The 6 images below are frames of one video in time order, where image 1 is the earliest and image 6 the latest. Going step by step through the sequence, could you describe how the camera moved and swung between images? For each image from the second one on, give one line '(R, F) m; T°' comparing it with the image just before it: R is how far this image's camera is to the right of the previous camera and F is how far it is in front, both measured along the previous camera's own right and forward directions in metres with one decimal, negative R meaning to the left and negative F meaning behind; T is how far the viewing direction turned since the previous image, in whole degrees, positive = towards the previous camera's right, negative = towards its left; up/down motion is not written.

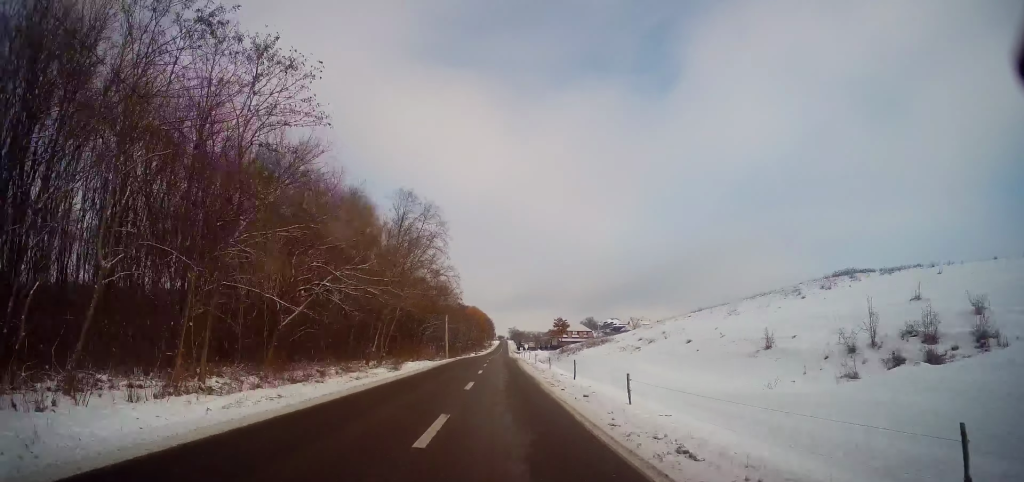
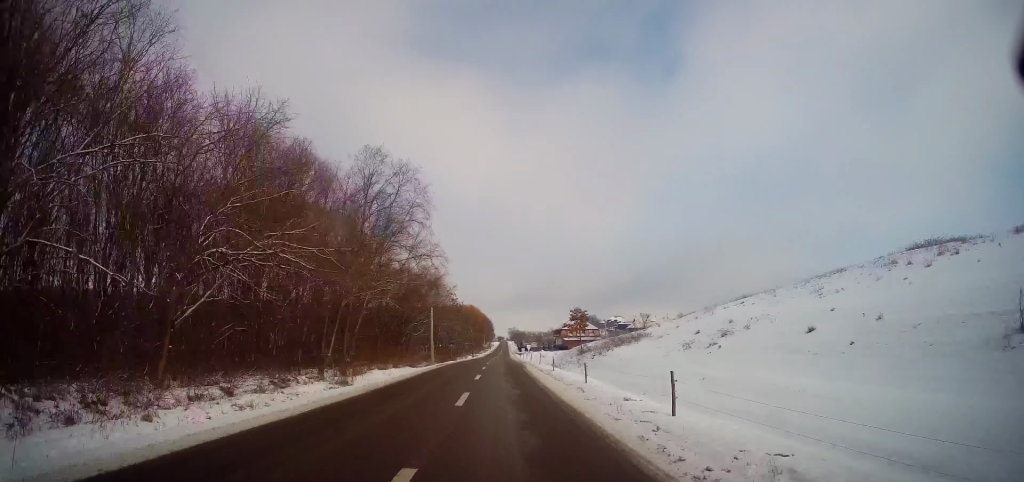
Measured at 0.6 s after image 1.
(0.0, +13.1) m; 0°
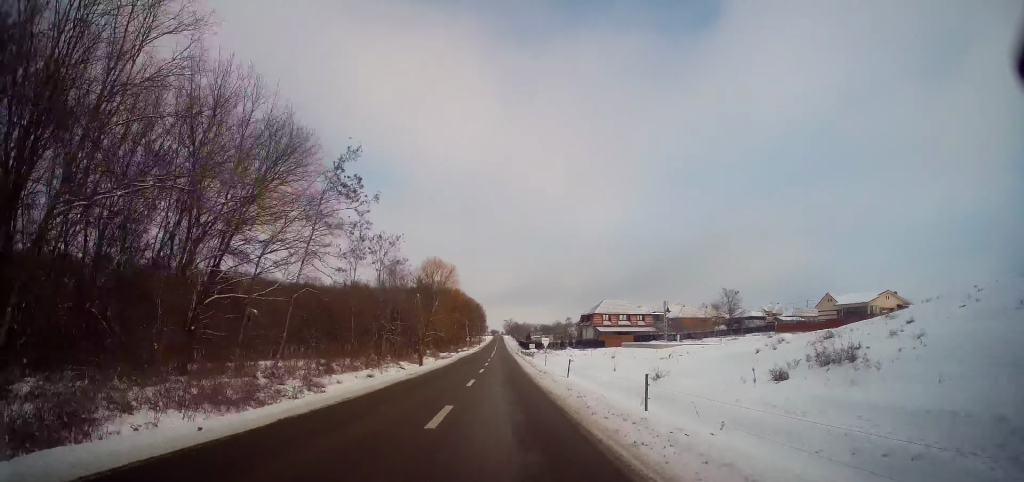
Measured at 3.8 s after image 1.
(+1.2, +66.1) m; +1°
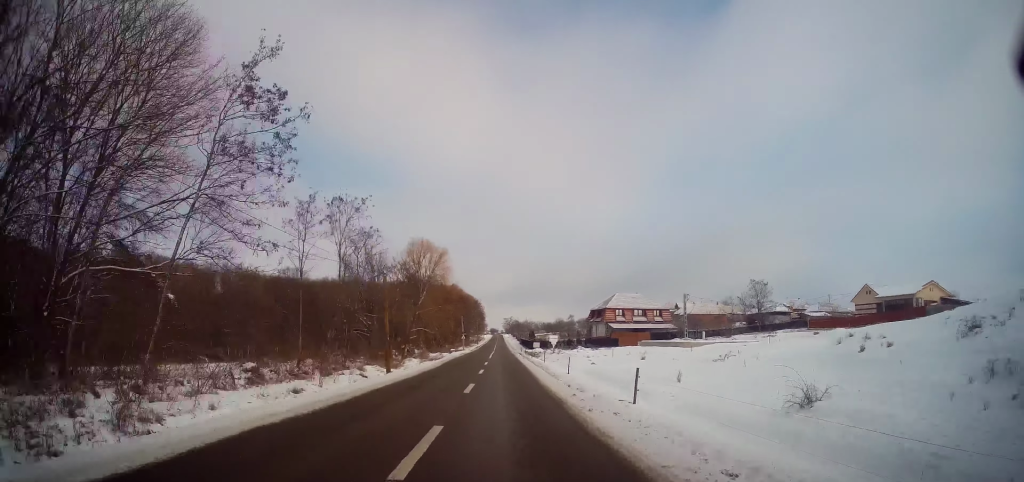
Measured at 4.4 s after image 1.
(-0.1, +11.9) m; 0°
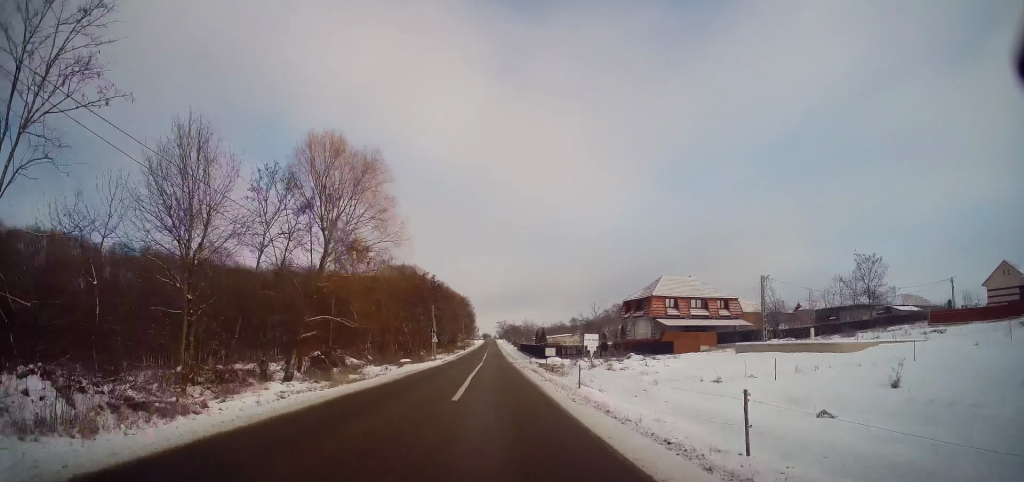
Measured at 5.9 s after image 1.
(+0.1, +31.3) m; +1°
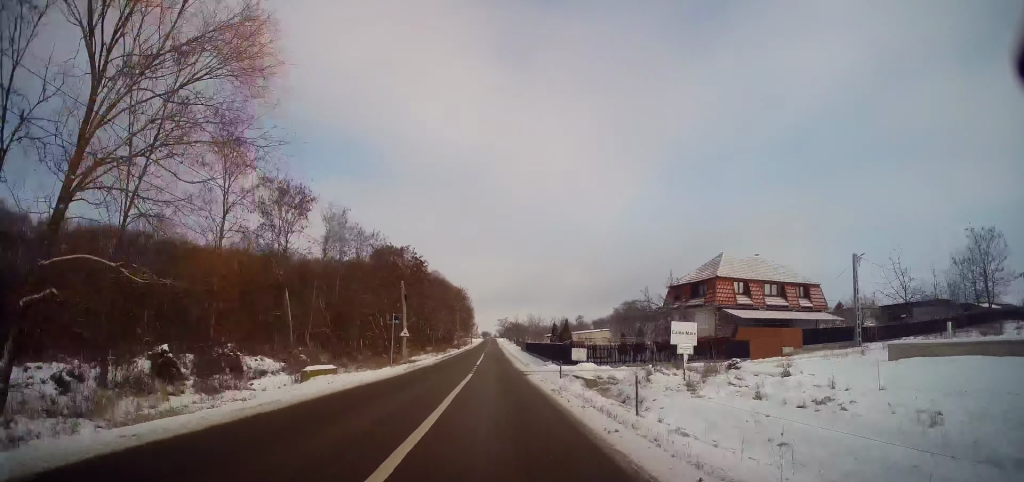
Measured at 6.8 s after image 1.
(+0.1, +18.5) m; -1°
